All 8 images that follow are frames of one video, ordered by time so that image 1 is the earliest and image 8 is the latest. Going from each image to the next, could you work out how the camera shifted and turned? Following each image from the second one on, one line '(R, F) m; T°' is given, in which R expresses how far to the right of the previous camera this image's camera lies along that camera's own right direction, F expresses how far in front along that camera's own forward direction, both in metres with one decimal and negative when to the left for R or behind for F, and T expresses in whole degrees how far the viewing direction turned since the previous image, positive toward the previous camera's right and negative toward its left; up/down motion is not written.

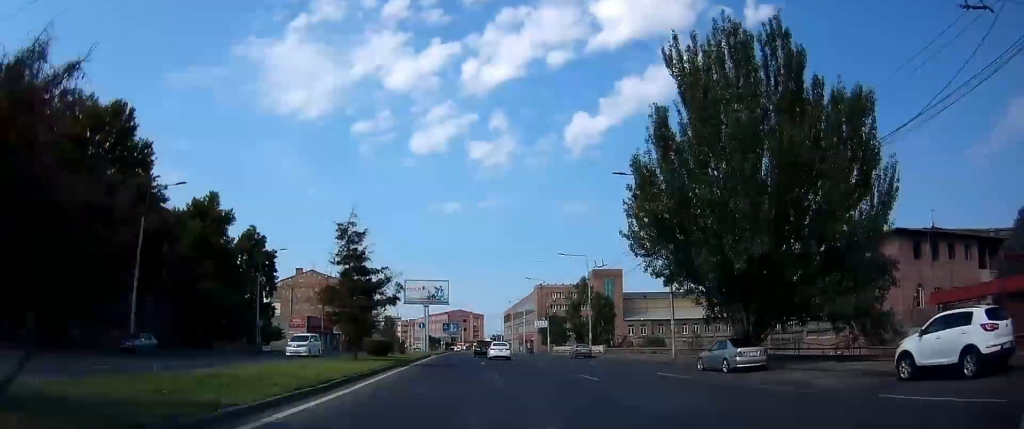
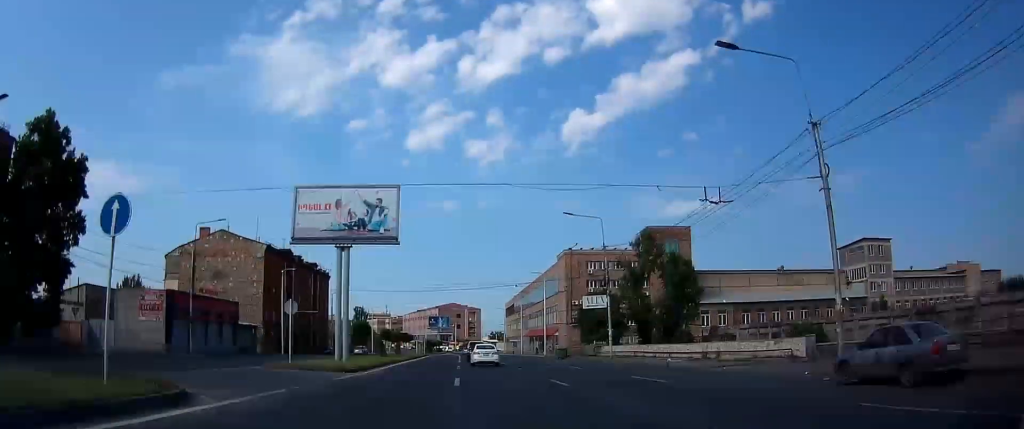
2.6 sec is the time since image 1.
(+0.8, +49.7) m; +2°
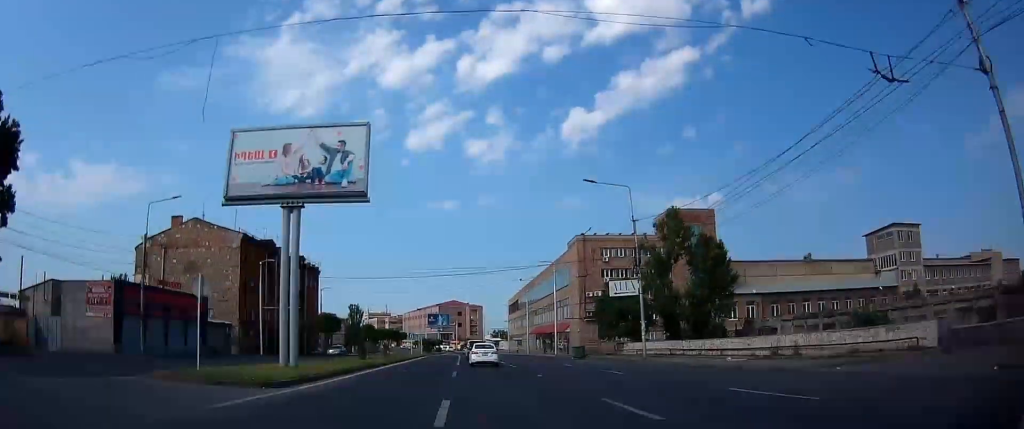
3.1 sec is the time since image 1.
(+0.4, +9.9) m; 0°
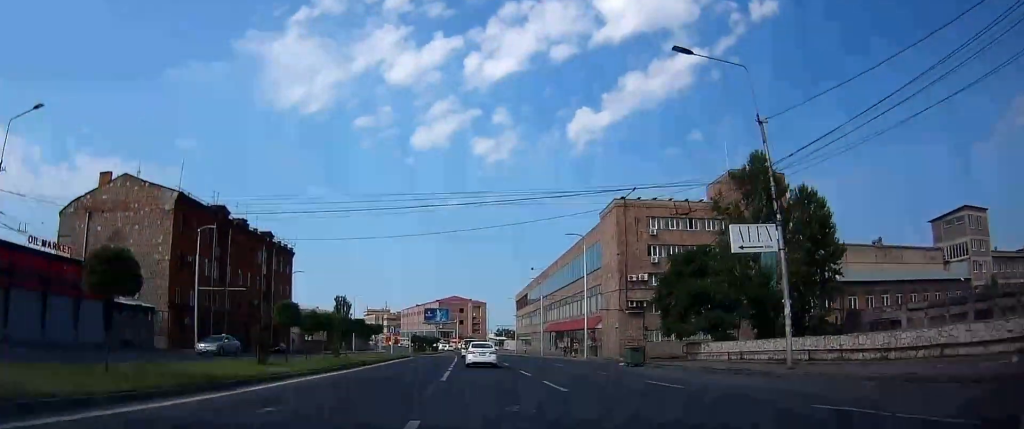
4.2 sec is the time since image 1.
(0.0, +20.1) m; -1°
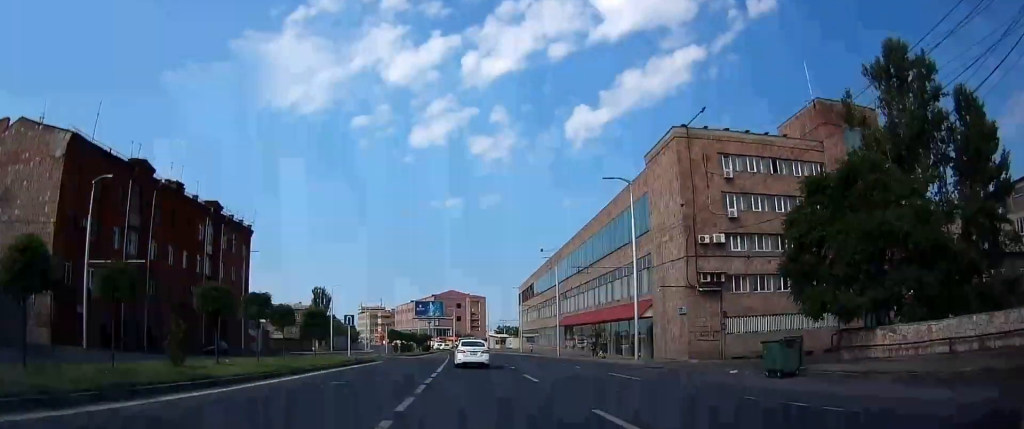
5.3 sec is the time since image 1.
(-0.3, +19.2) m; 0°
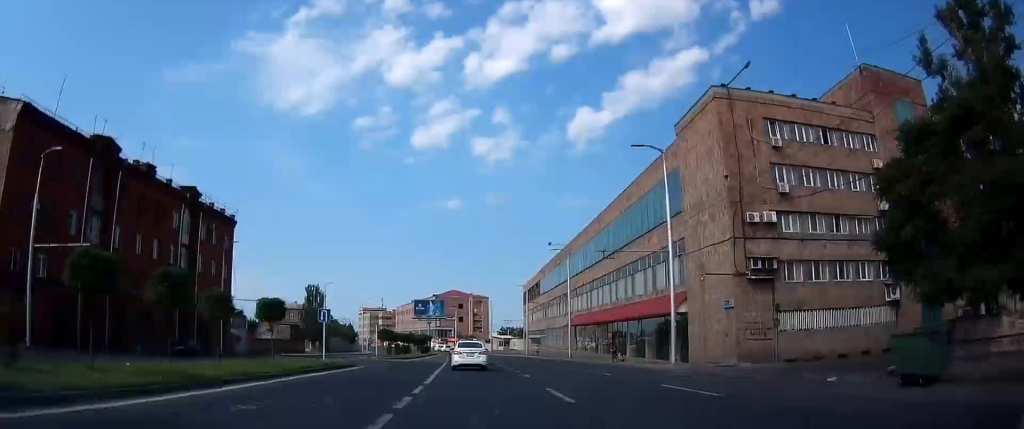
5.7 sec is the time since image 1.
(0.0, +7.2) m; +1°
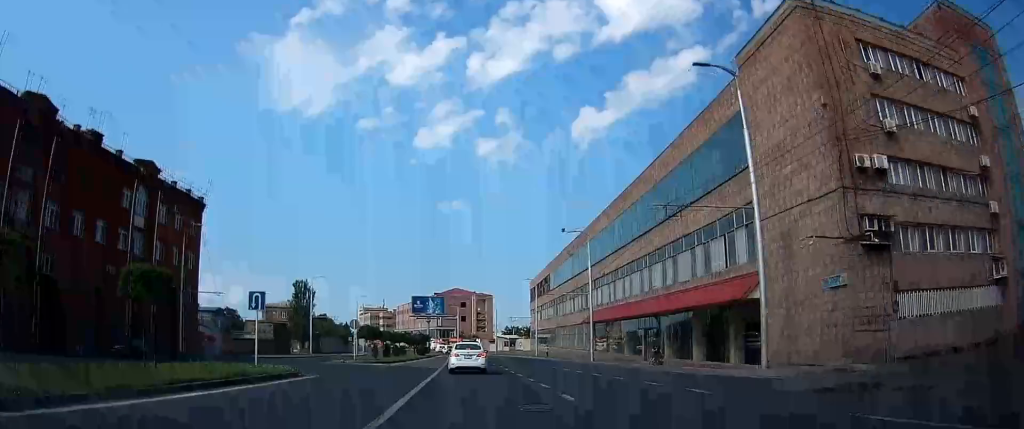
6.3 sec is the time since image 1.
(+0.2, +10.6) m; 0°
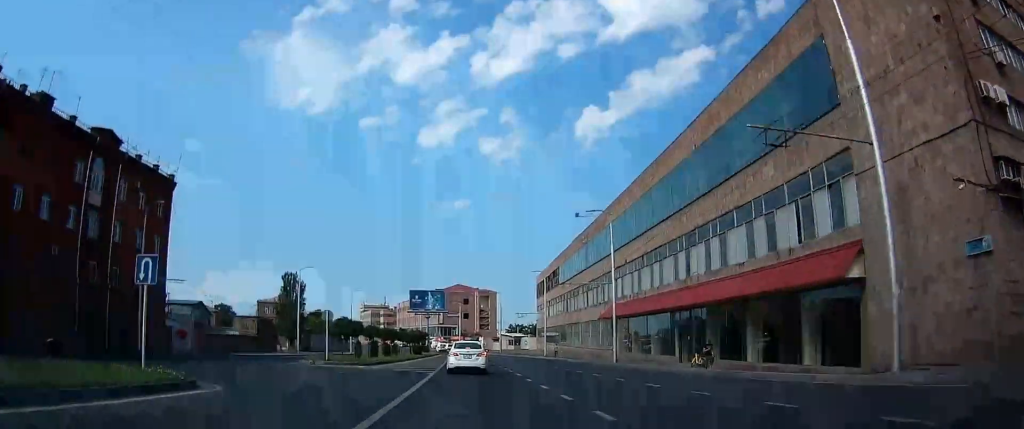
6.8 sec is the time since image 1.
(+0.1, +8.2) m; 0°
